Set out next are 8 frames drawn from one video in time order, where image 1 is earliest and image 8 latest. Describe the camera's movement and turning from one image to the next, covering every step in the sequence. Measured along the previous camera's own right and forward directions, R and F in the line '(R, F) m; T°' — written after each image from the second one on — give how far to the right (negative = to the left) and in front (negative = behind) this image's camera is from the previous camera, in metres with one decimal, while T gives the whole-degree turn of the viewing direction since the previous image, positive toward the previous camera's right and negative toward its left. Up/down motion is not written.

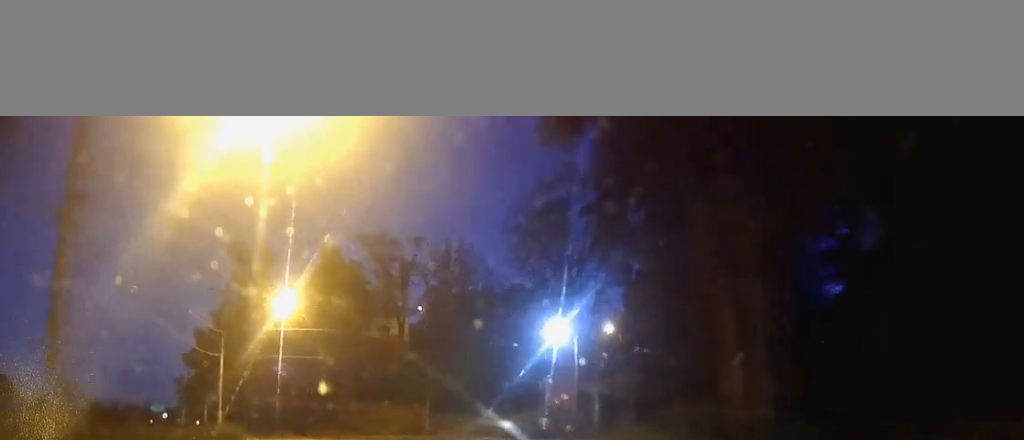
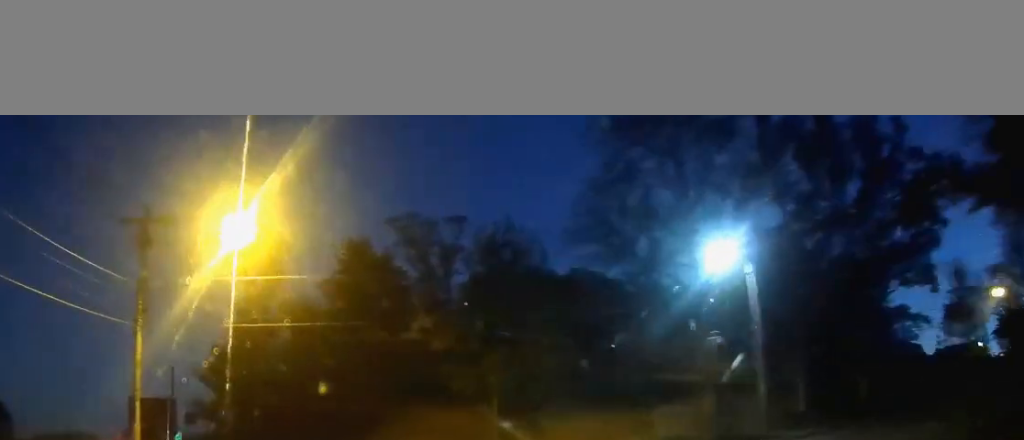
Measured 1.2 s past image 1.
(-0.6, +21.7) m; -5°
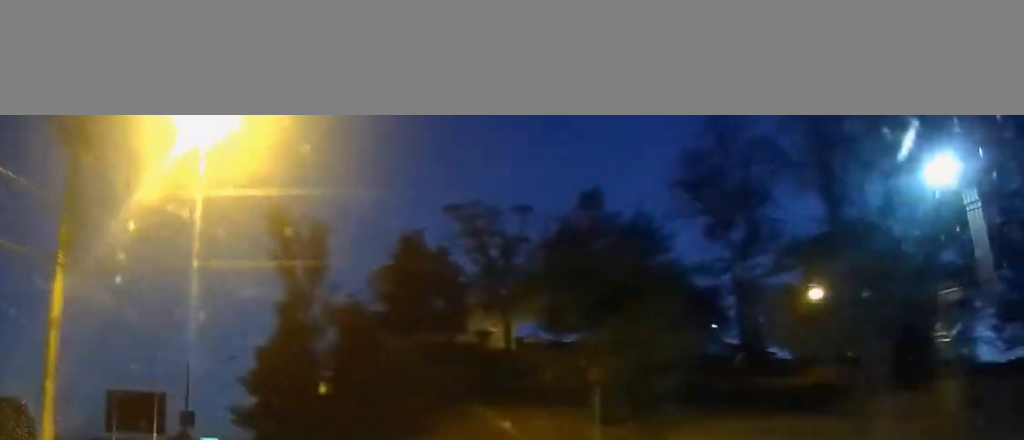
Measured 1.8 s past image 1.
(-0.3, +10.7) m; -4°
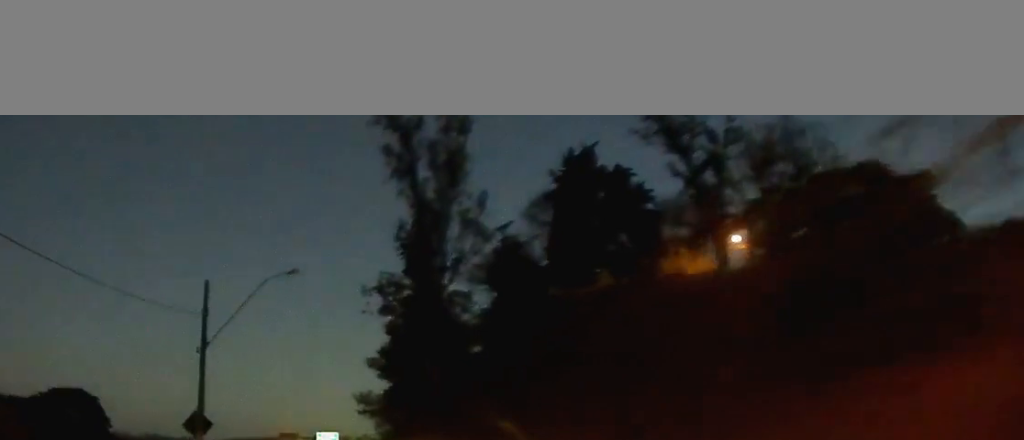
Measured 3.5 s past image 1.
(-2.9, +29.9) m; -10°
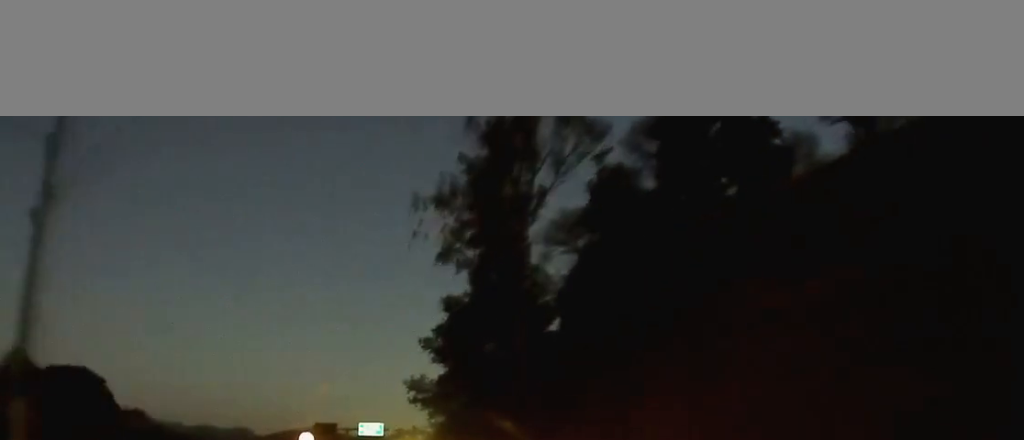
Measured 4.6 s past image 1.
(-0.7, +18.6) m; -3°
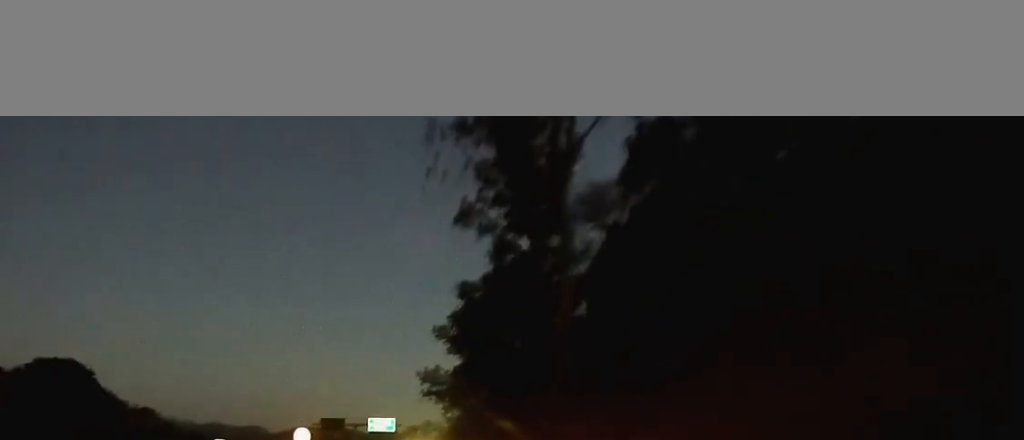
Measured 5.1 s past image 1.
(-0.1, +7.8) m; -1°
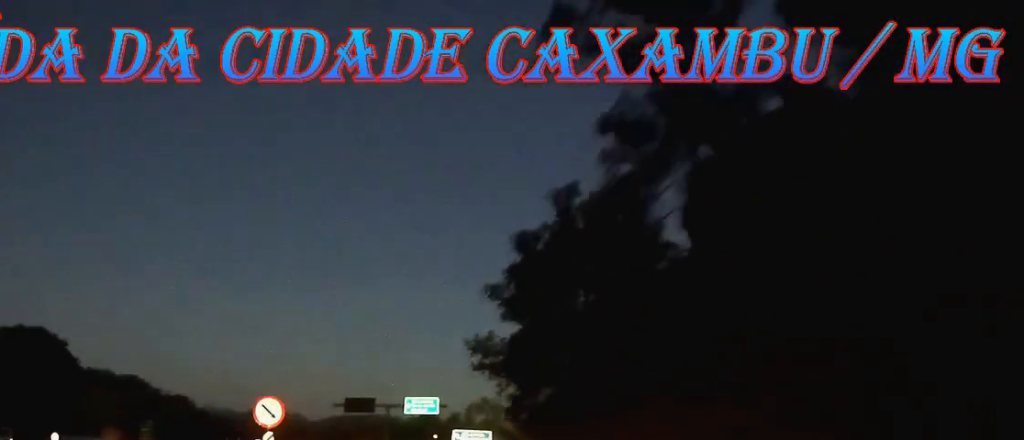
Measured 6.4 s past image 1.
(-0.5, +20.0) m; -3°
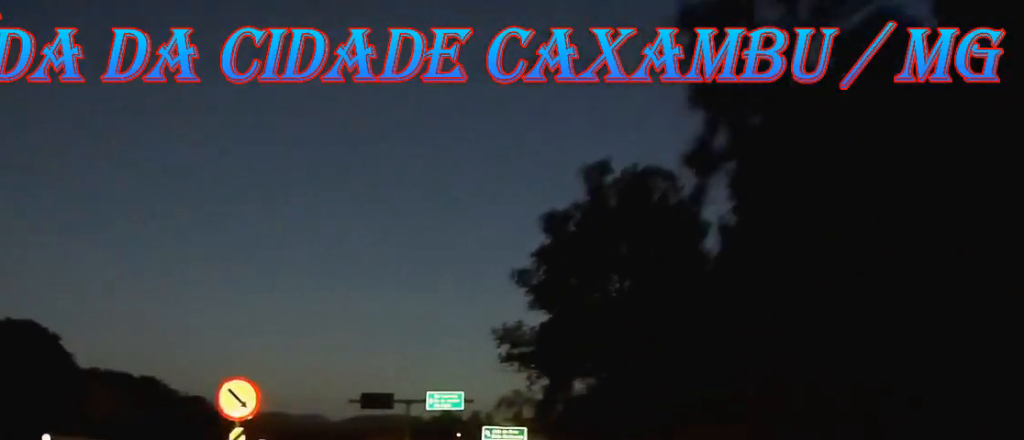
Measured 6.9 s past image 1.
(-0.2, +6.8) m; -1°
